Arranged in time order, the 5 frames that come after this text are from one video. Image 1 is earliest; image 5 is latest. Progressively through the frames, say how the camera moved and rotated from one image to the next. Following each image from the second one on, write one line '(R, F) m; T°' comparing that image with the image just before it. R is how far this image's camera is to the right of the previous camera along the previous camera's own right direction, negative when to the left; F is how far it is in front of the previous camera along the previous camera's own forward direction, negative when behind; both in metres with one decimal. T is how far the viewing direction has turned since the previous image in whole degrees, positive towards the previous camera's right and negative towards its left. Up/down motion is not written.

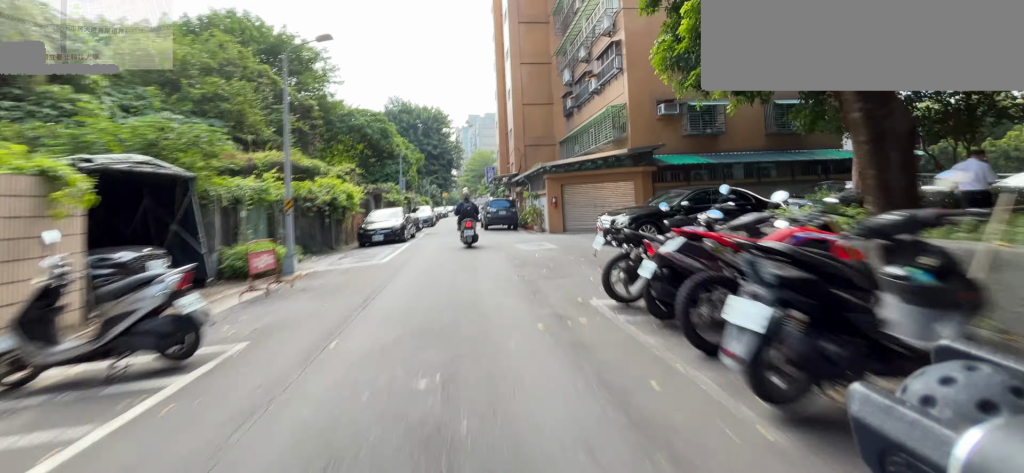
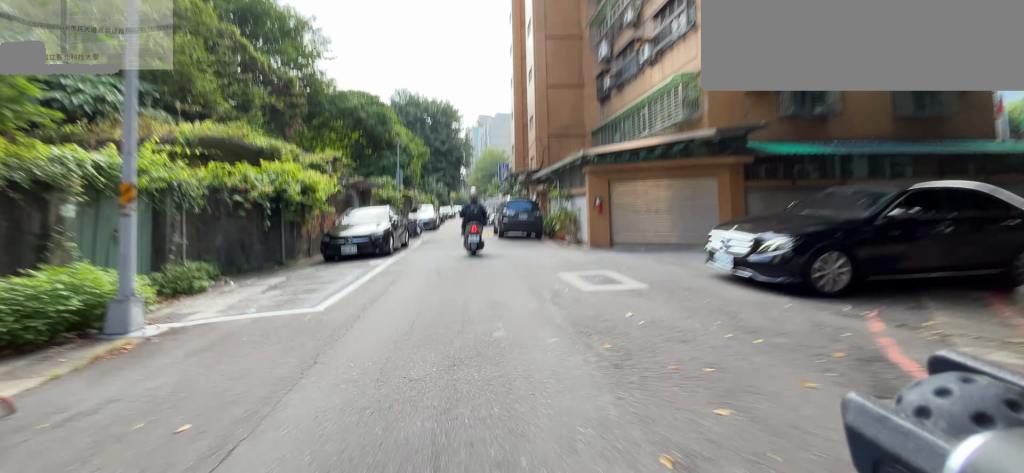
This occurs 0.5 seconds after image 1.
(-0.1, +4.4) m; -1°
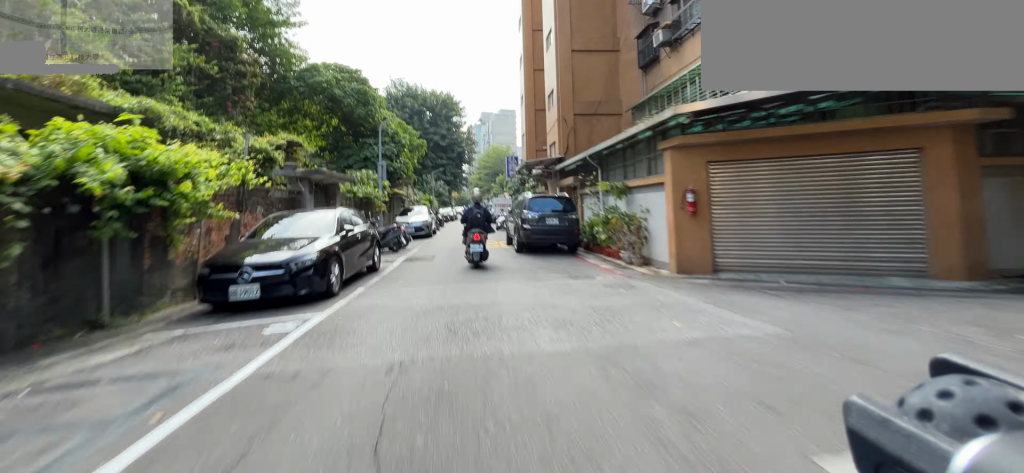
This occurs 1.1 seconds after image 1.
(-0.1, +4.5) m; -1°
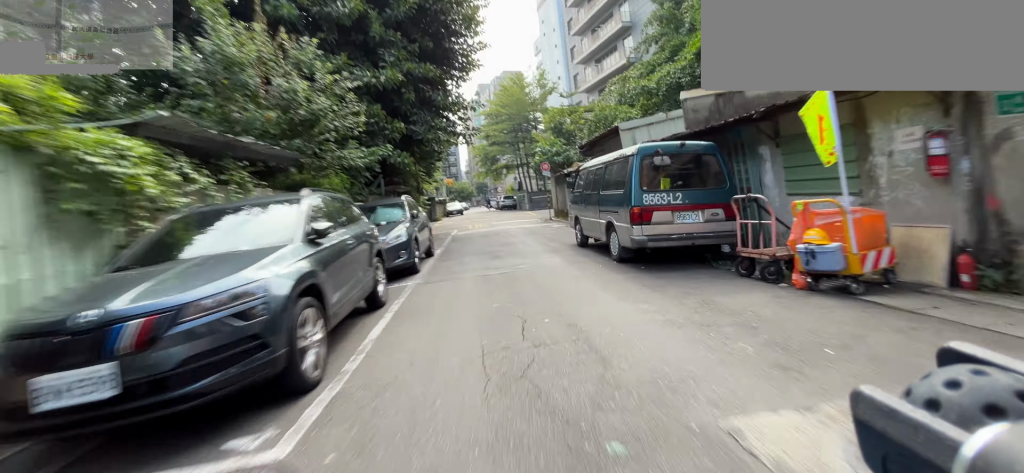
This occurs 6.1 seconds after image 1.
(-0.2, +39.6) m; +1°
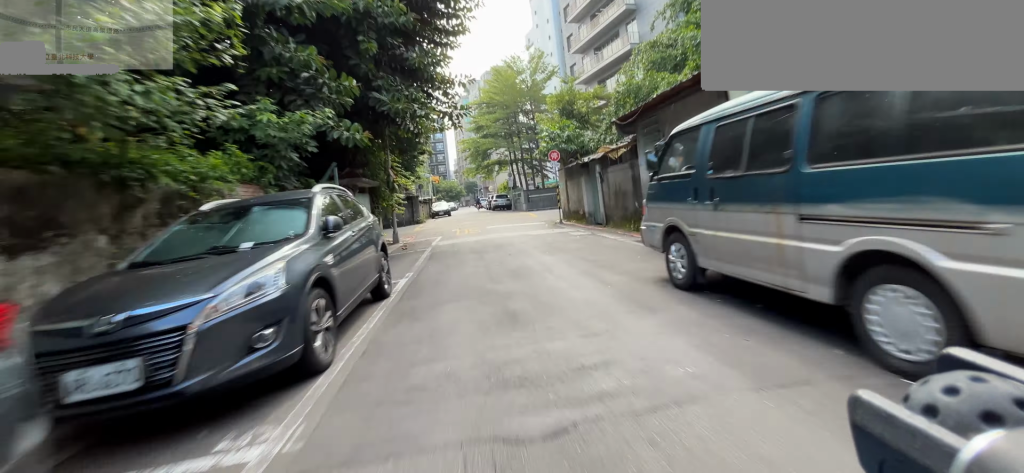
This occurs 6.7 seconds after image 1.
(0.0, +6.5) m; 0°
